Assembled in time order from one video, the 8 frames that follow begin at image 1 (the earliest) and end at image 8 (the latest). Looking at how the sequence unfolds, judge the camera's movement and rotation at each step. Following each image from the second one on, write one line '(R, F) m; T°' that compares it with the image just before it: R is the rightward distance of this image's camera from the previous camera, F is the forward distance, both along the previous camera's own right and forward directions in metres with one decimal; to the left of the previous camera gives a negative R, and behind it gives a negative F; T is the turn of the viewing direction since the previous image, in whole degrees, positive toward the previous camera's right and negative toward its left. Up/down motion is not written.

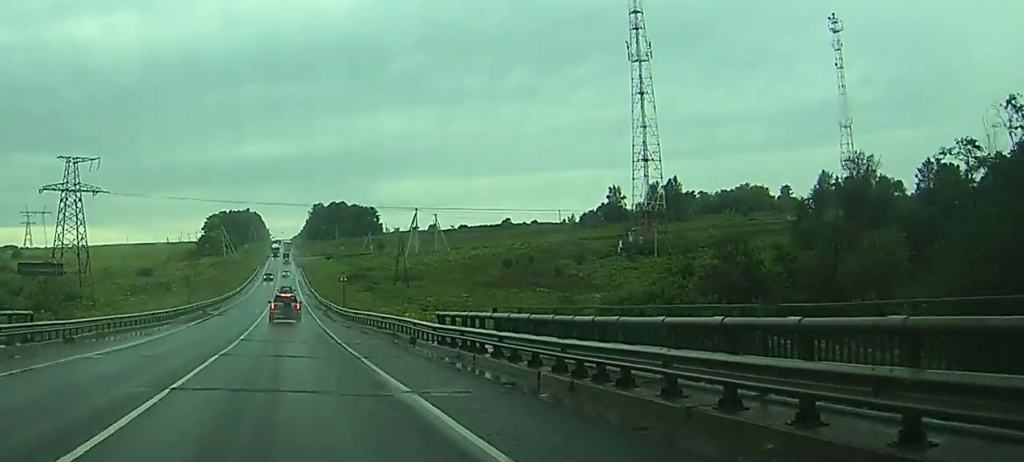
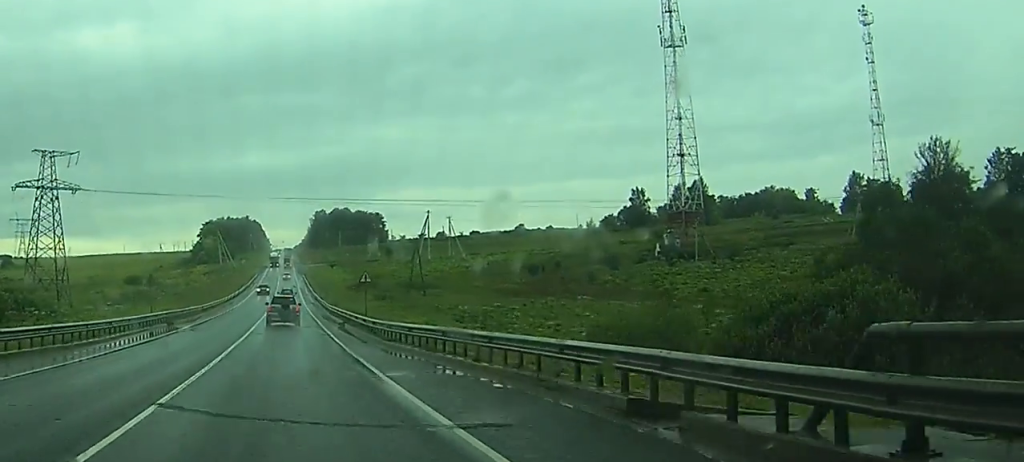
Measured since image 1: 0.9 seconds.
(-0.3, +20.1) m; 0°
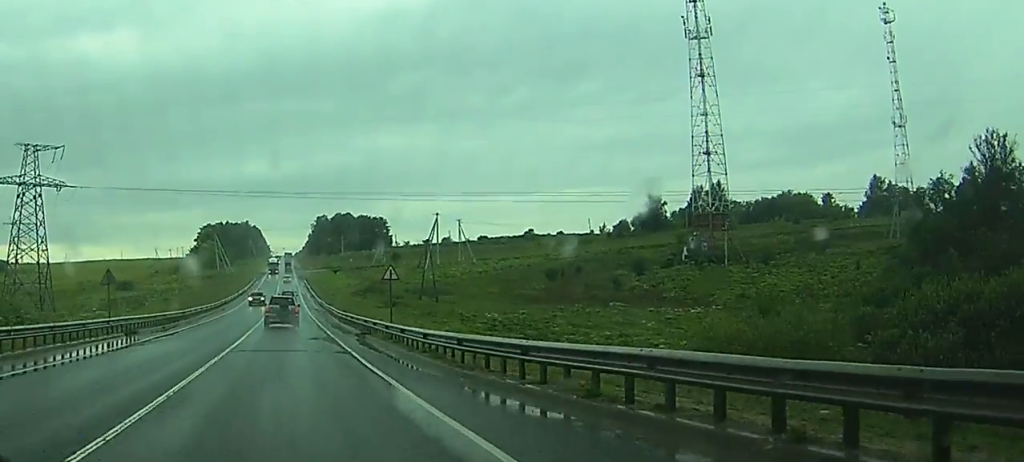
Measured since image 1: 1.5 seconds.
(0.0, +12.5) m; 0°
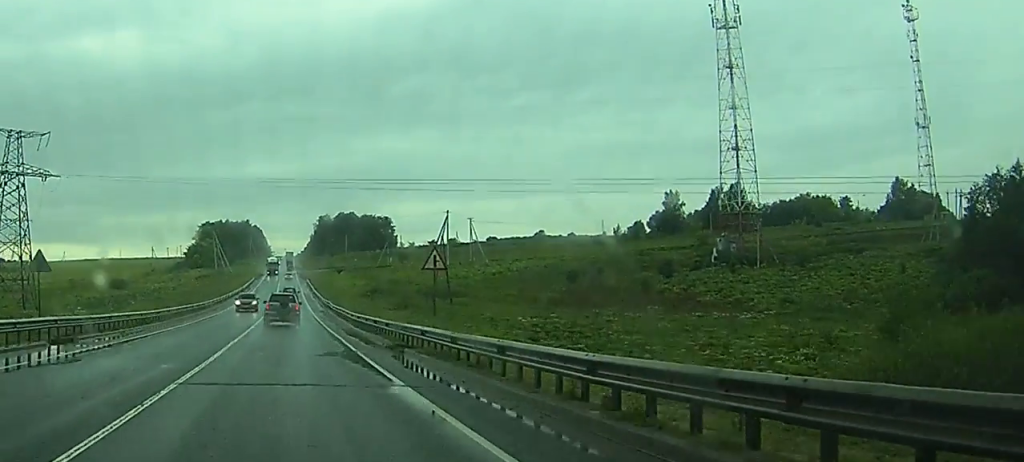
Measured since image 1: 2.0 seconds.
(+0.1, +11.7) m; 0°
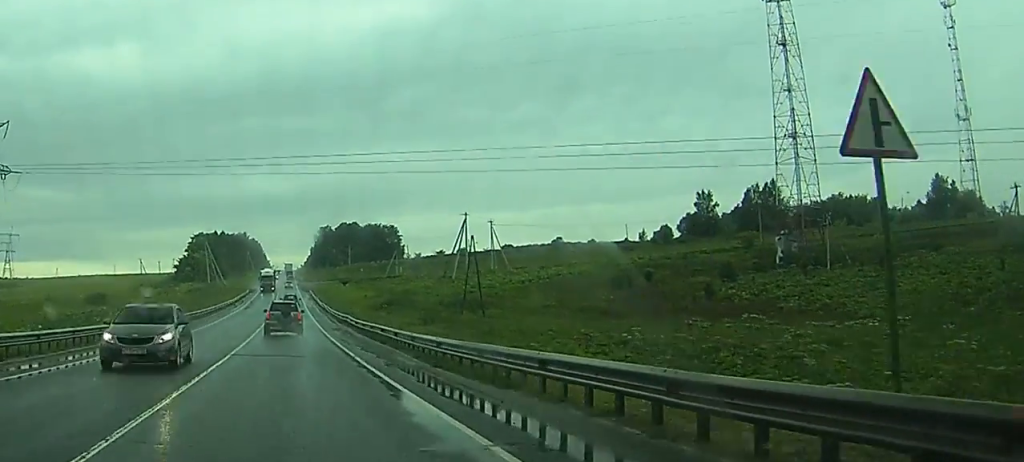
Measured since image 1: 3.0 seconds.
(0.0, +22.1) m; +1°
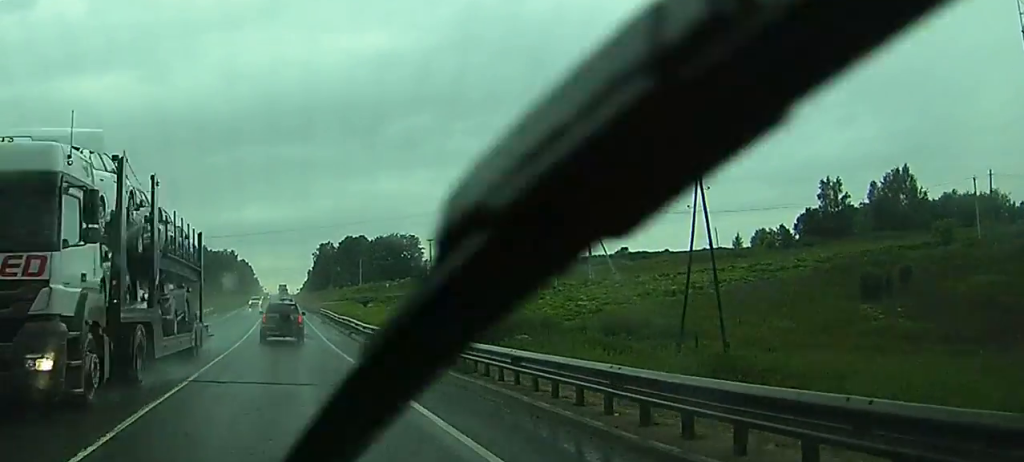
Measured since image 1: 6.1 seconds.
(+0.9, +62.8) m; +1°
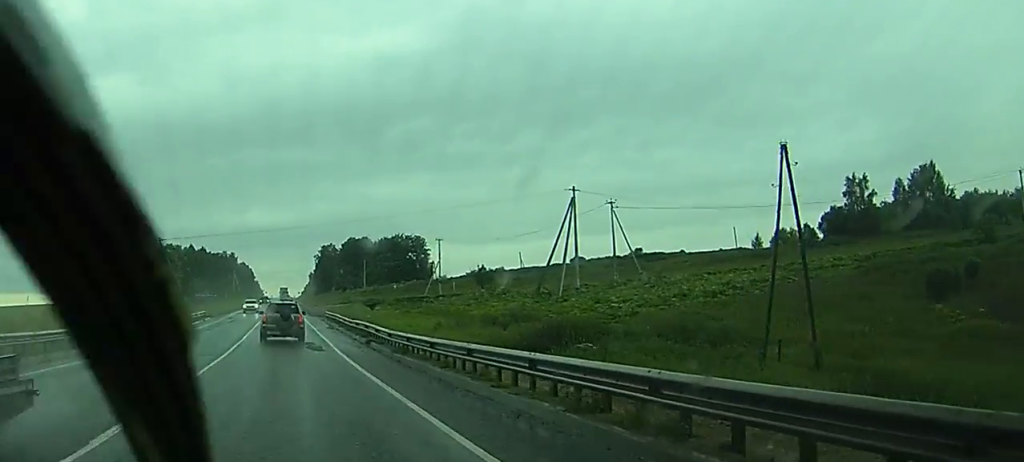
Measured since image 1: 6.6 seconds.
(0.0, +9.0) m; 0°
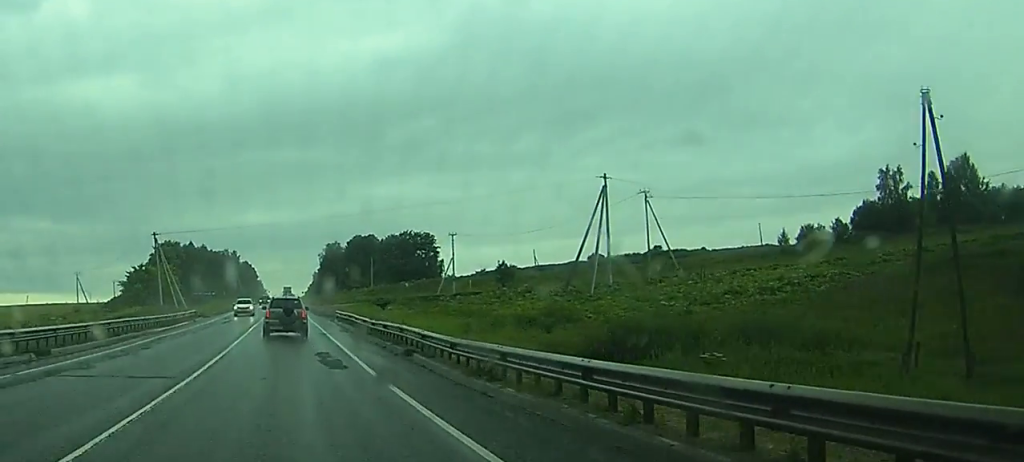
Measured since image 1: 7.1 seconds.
(+0.1, +10.3) m; 0°
